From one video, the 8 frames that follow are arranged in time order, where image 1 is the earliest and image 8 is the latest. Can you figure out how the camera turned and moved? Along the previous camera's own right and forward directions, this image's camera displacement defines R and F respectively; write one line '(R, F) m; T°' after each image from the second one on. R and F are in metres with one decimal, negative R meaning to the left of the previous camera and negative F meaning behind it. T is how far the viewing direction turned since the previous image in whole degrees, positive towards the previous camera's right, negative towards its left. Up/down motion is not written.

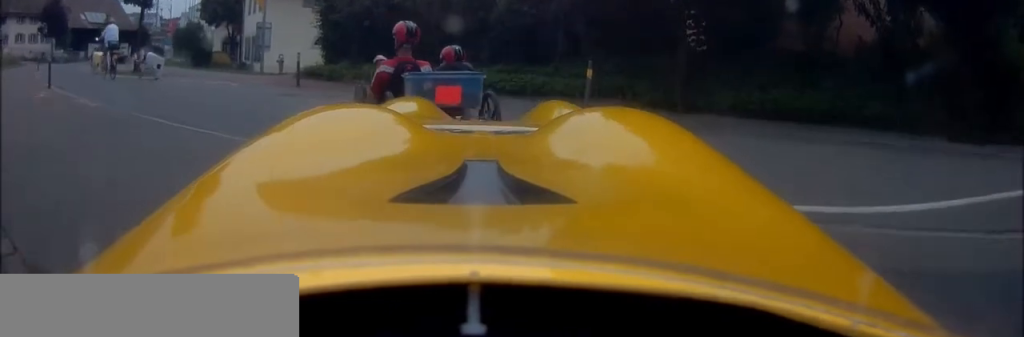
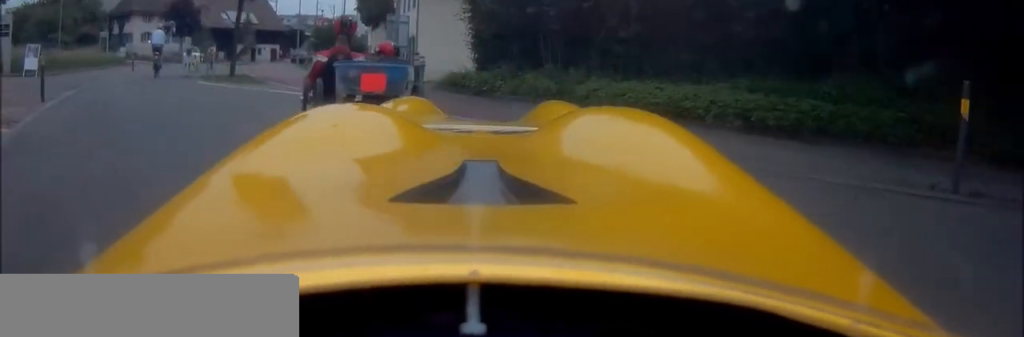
(-0.7, +4.1) m; -16°
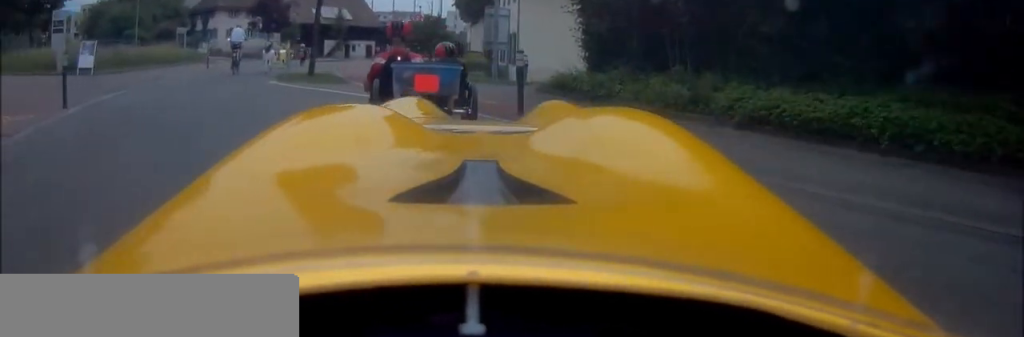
(-0.1, +1.6) m; -9°
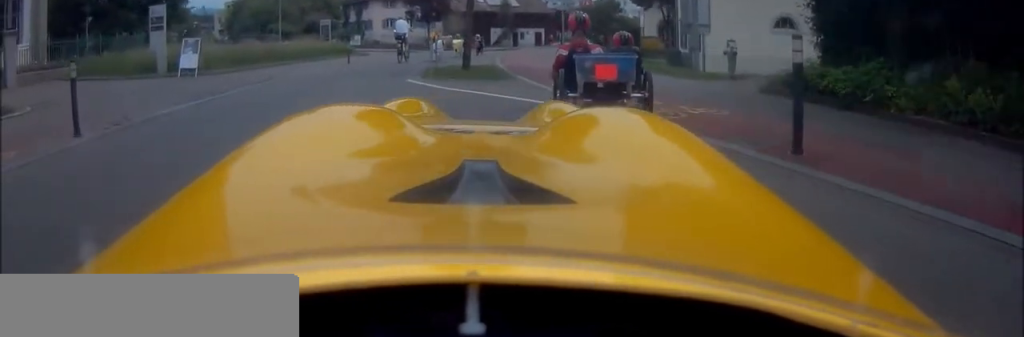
(-0.4, +2.6) m; -15°
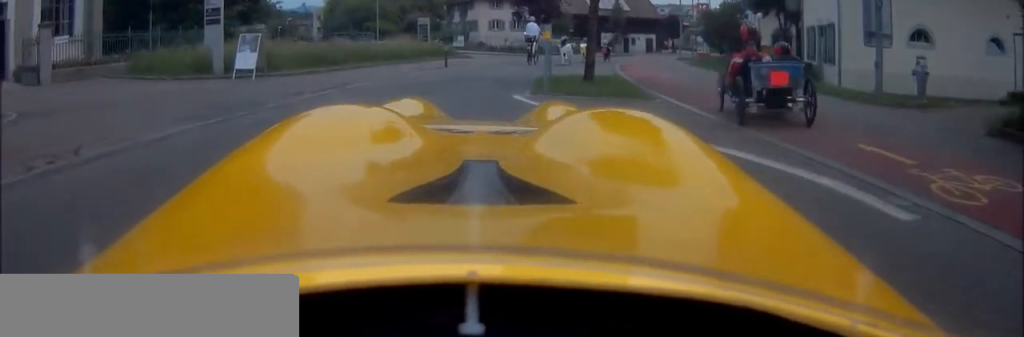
(-0.4, +2.4) m; -9°
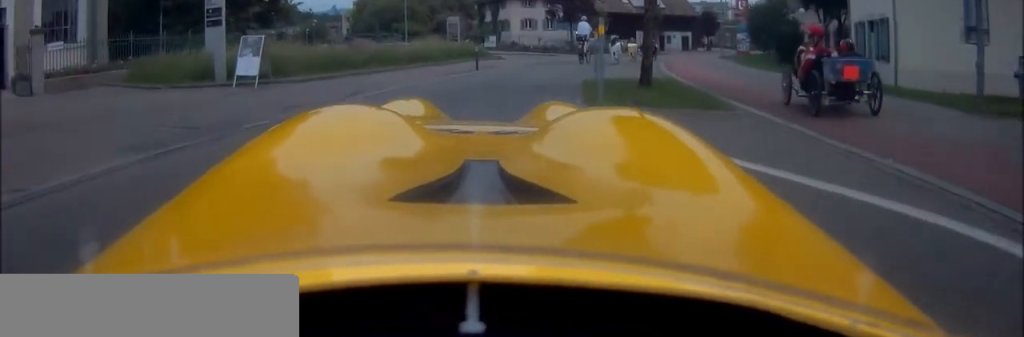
(0.0, +1.5) m; +1°
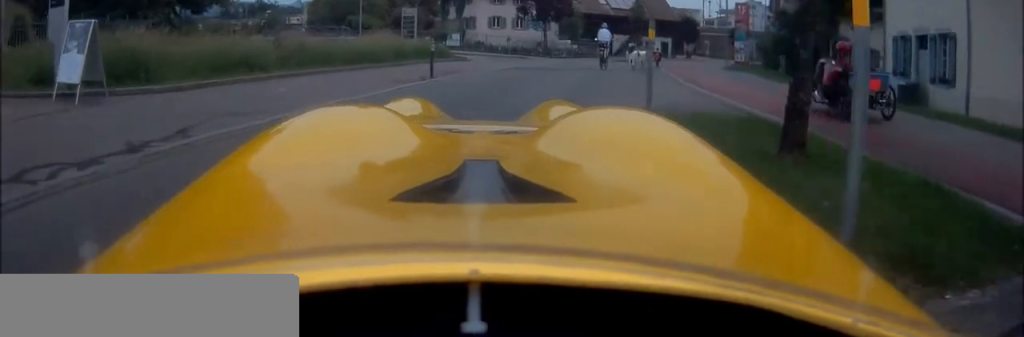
(+0.1, +4.3) m; +2°
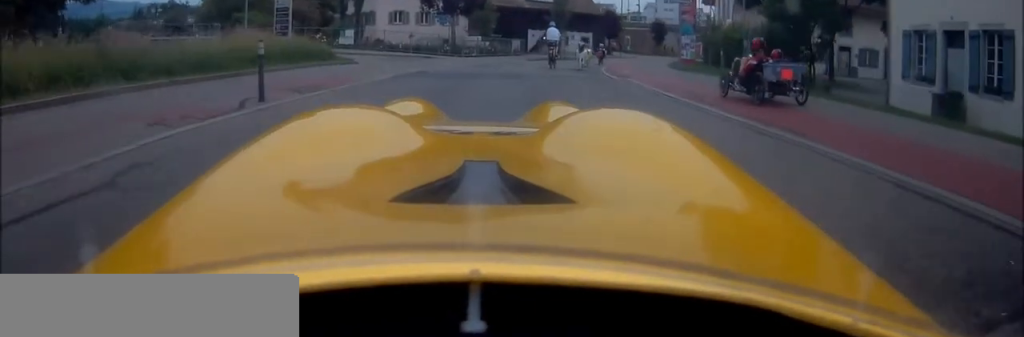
(+0.1, +4.9) m; +1°
